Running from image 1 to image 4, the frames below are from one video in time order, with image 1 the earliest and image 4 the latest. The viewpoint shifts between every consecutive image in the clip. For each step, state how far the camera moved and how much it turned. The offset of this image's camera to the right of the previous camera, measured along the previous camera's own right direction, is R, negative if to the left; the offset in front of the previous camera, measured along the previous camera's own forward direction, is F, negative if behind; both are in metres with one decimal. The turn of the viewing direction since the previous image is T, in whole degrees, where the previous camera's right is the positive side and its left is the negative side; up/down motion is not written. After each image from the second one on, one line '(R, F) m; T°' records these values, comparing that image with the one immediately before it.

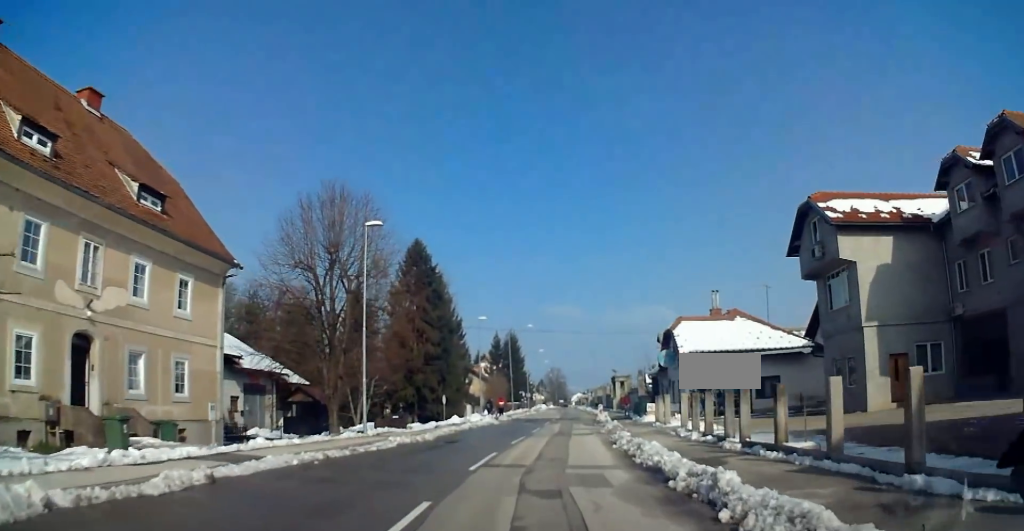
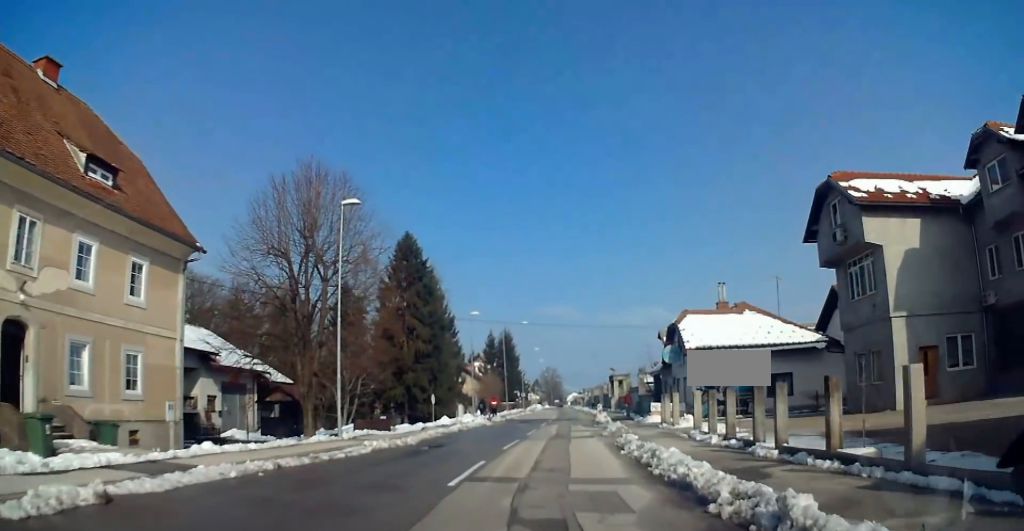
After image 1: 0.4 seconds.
(+0.1, +2.8) m; +3°
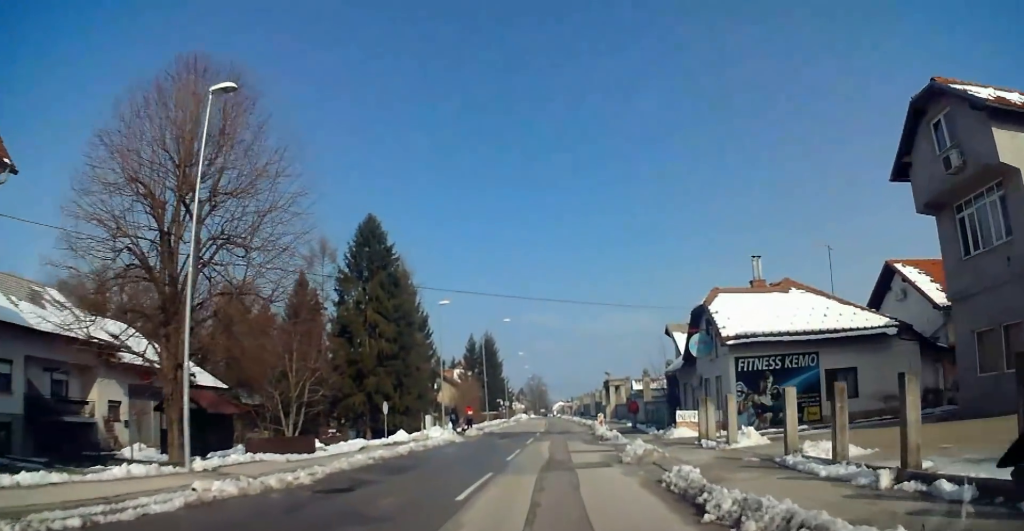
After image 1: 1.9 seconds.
(+0.5, +9.5) m; +1°
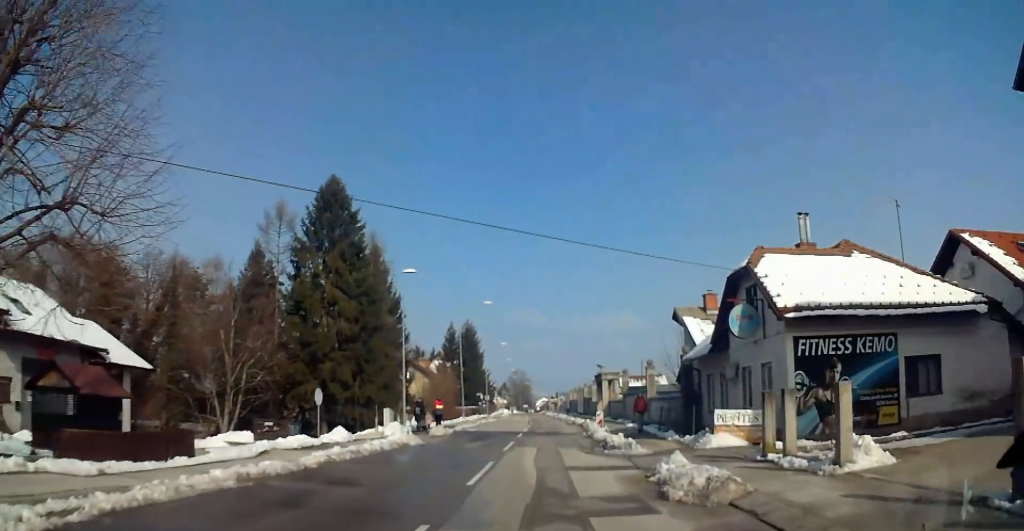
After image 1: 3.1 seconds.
(-0.1, +7.5) m; -1°
